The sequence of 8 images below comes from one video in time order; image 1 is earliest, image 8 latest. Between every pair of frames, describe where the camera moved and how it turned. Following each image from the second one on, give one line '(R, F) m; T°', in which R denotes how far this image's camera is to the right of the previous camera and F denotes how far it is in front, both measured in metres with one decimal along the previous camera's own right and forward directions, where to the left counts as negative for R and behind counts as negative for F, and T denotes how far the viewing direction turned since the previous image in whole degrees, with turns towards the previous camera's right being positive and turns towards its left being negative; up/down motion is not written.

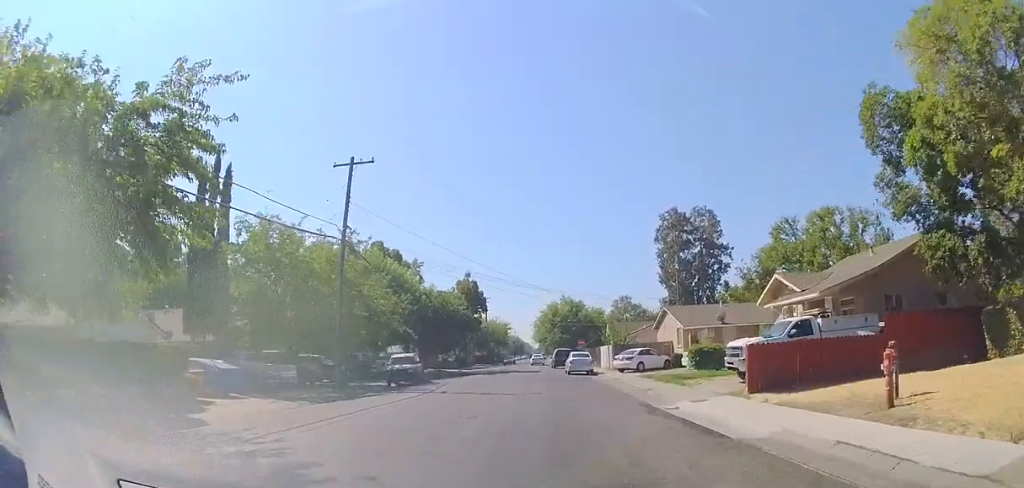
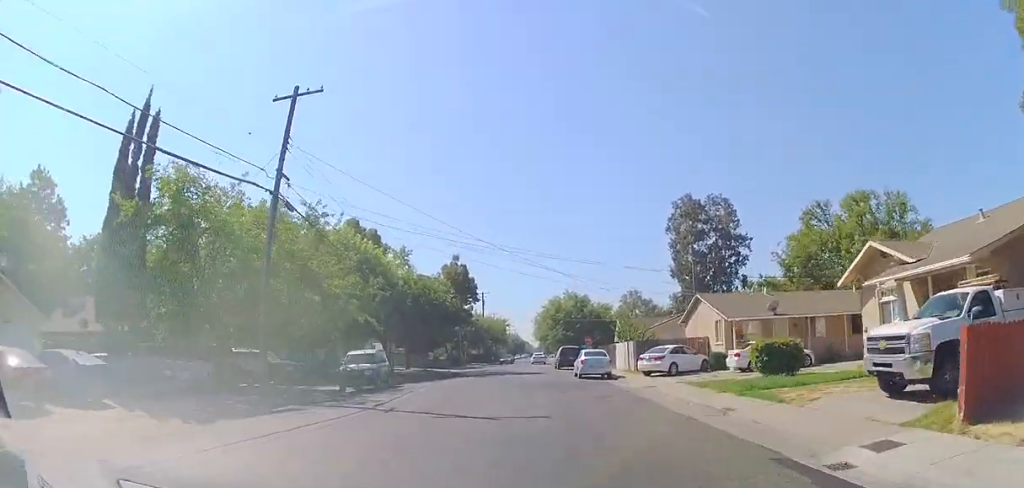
(0.0, +7.3) m; 0°
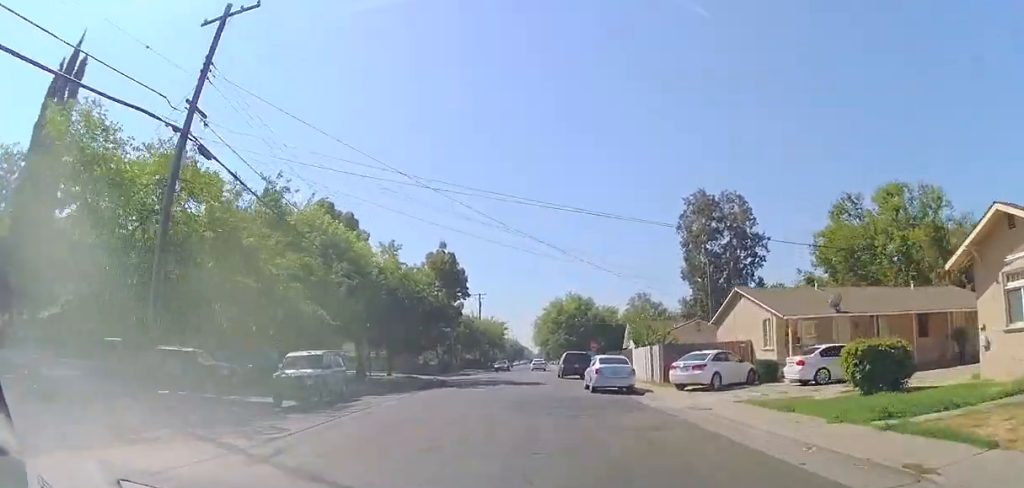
(0.0, +6.0) m; 0°
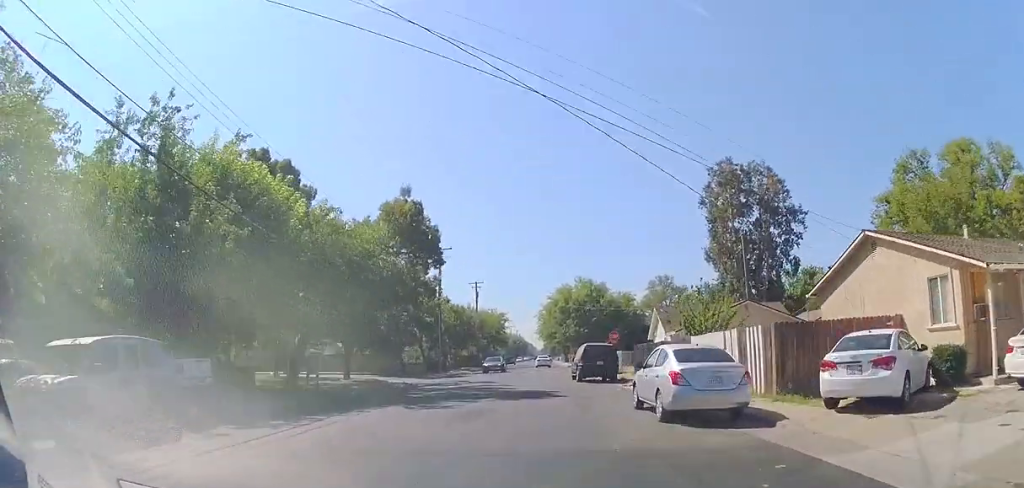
(0.0, +10.6) m; 0°
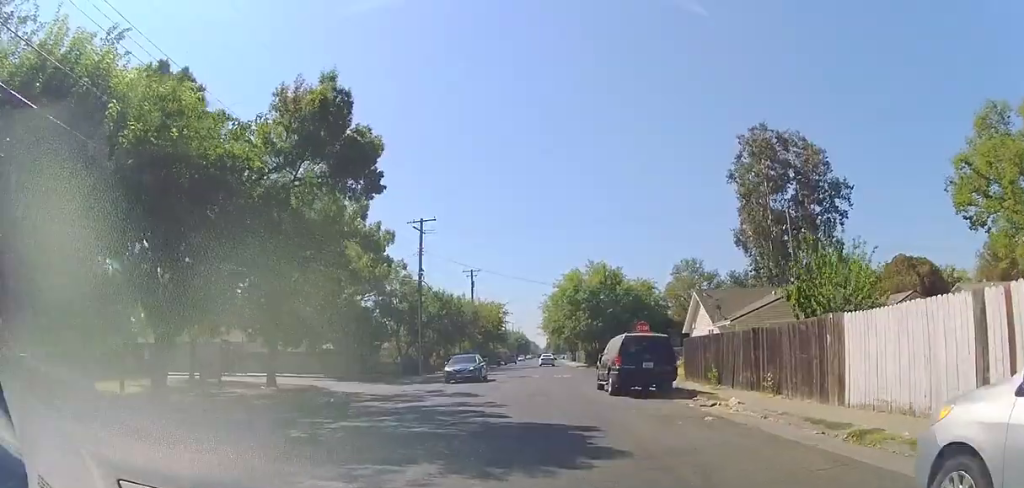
(0.0, +10.7) m; 0°
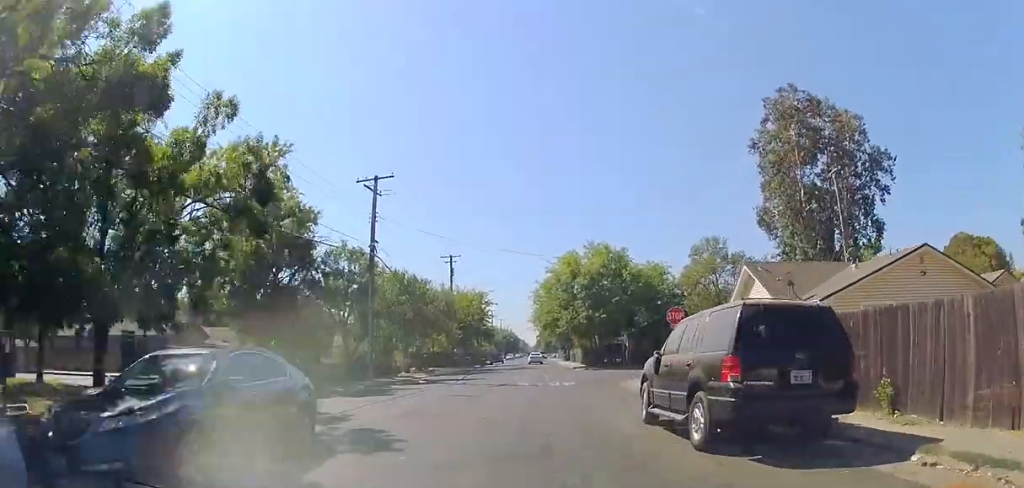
(0.0, +10.9) m; 0°
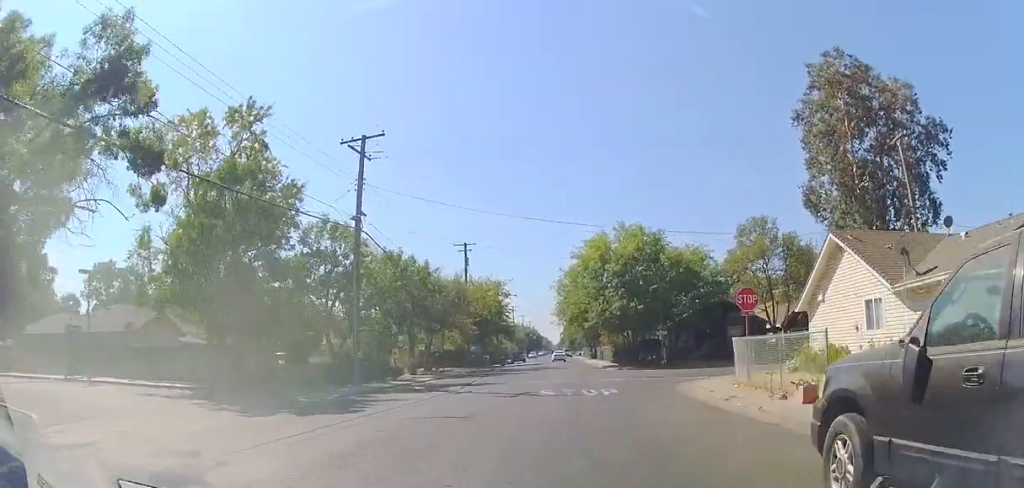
(0.0, +7.1) m; 0°
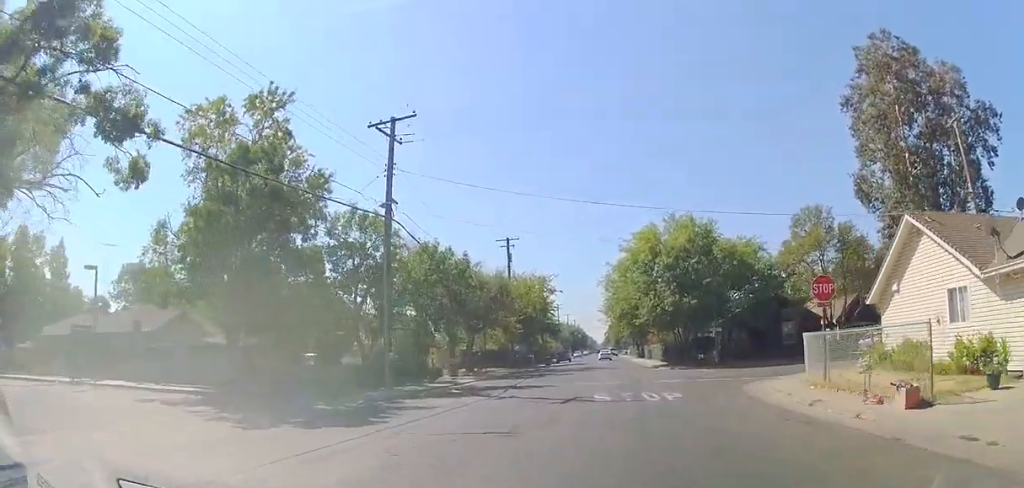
(0.0, +2.6) m; 0°
